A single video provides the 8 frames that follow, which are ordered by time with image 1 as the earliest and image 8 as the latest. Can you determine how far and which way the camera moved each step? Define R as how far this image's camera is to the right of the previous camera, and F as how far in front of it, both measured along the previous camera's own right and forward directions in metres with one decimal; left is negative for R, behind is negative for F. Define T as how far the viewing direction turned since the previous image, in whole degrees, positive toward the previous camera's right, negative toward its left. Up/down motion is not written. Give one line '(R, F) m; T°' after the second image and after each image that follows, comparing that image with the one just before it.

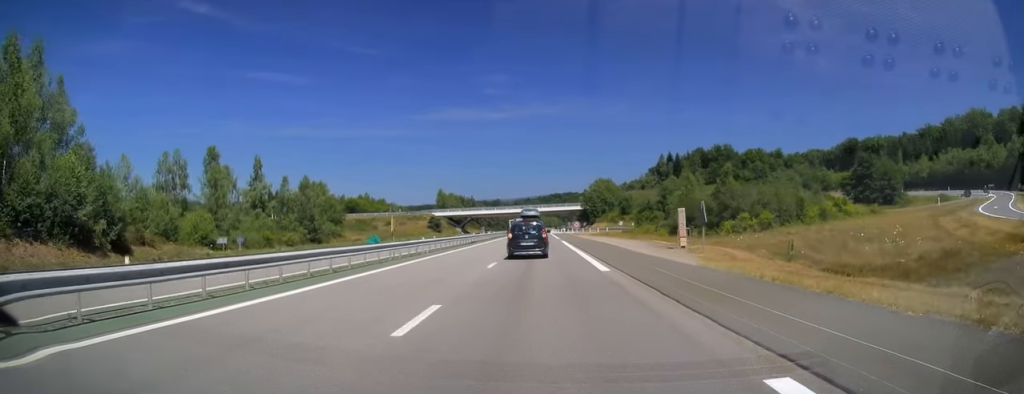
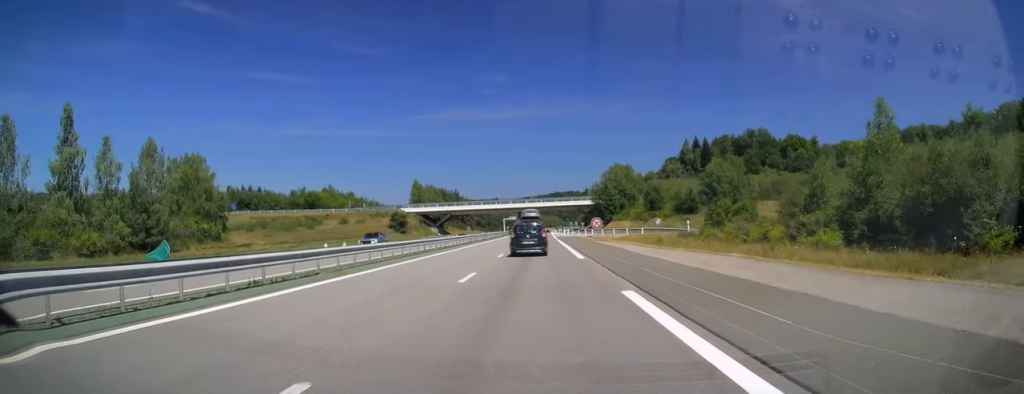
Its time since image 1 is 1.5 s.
(-0.1, +44.3) m; 0°
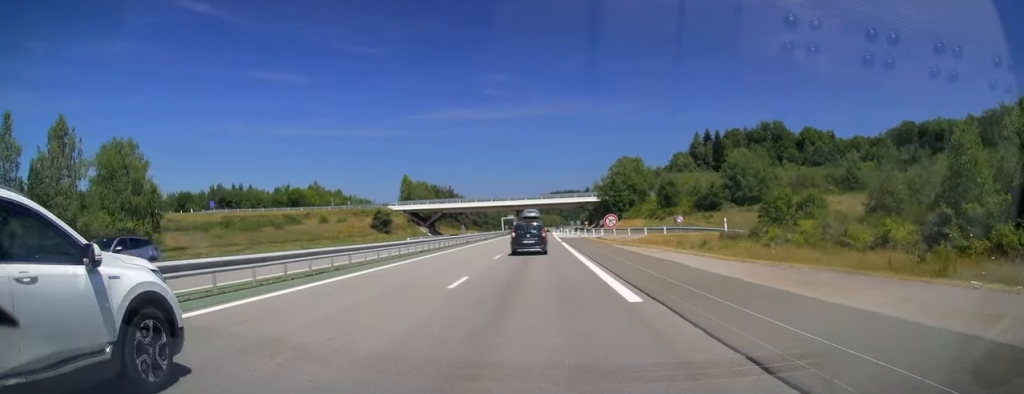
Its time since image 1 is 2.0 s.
(0.0, +14.5) m; 0°
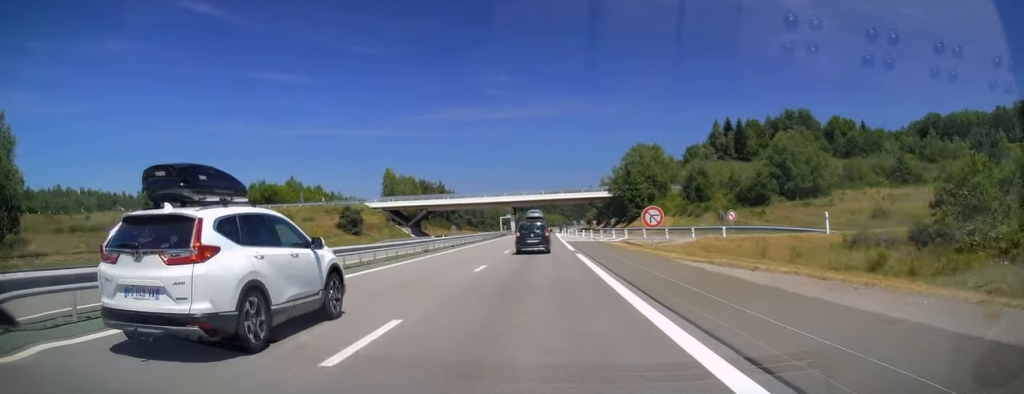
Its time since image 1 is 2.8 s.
(0.0, +20.8) m; 0°
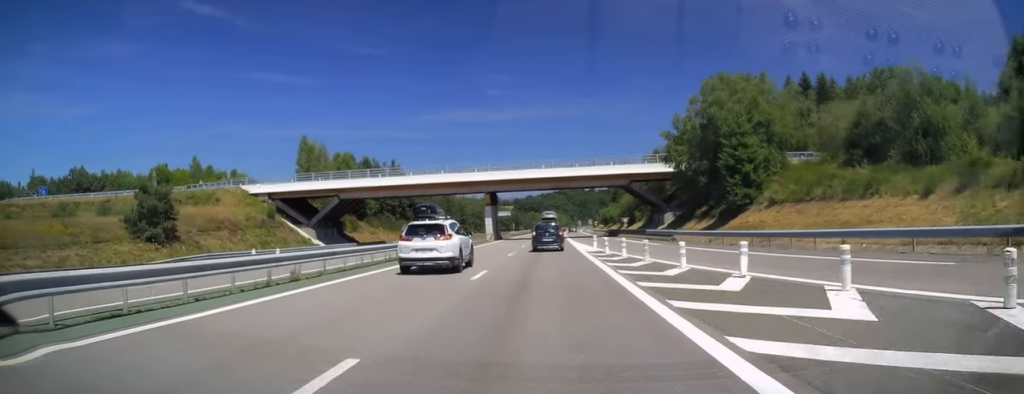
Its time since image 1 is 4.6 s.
(-0.5, +54.8) m; -1°
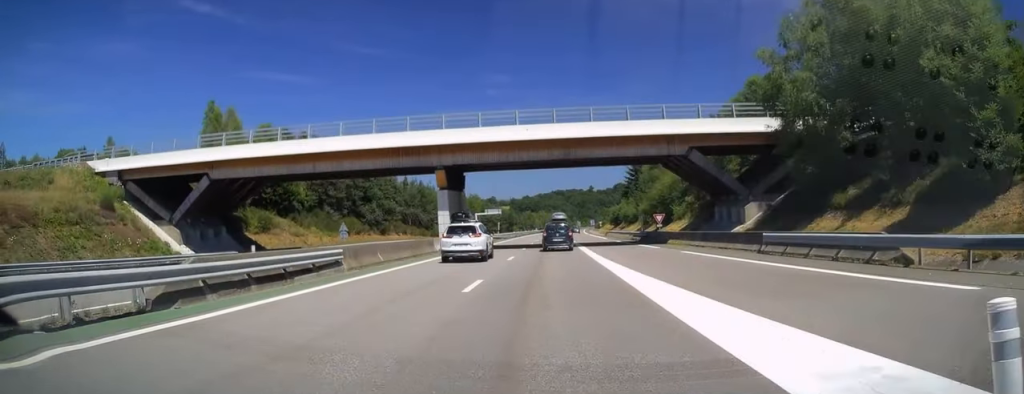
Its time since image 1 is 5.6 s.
(+0.2, +29.3) m; +1°
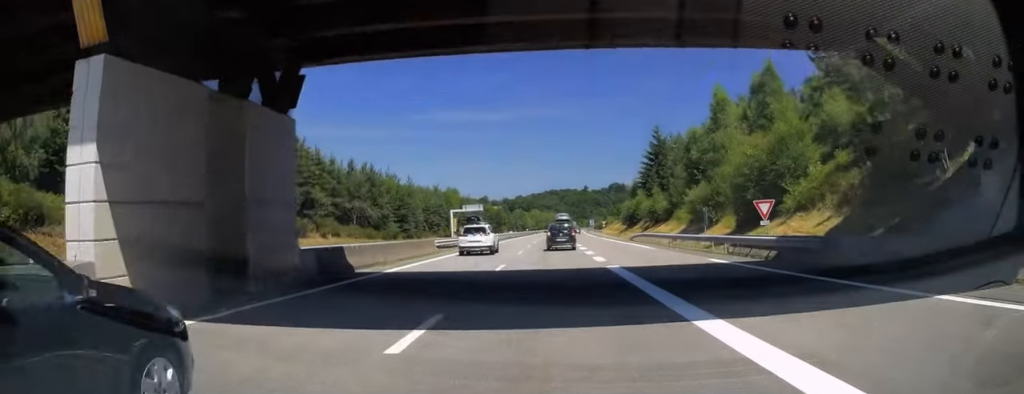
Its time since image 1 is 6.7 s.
(+0.3, +32.5) m; +1°
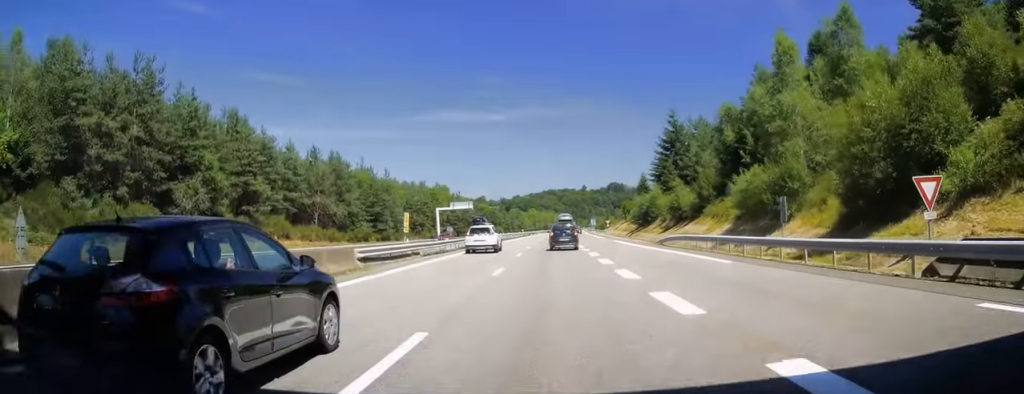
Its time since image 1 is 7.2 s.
(0.0, +14.8) m; 0°
